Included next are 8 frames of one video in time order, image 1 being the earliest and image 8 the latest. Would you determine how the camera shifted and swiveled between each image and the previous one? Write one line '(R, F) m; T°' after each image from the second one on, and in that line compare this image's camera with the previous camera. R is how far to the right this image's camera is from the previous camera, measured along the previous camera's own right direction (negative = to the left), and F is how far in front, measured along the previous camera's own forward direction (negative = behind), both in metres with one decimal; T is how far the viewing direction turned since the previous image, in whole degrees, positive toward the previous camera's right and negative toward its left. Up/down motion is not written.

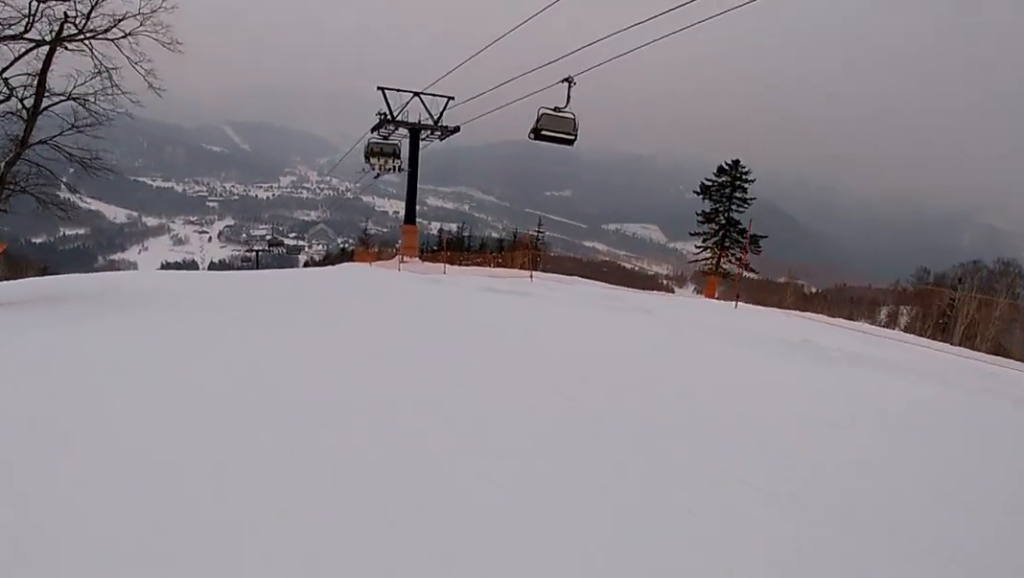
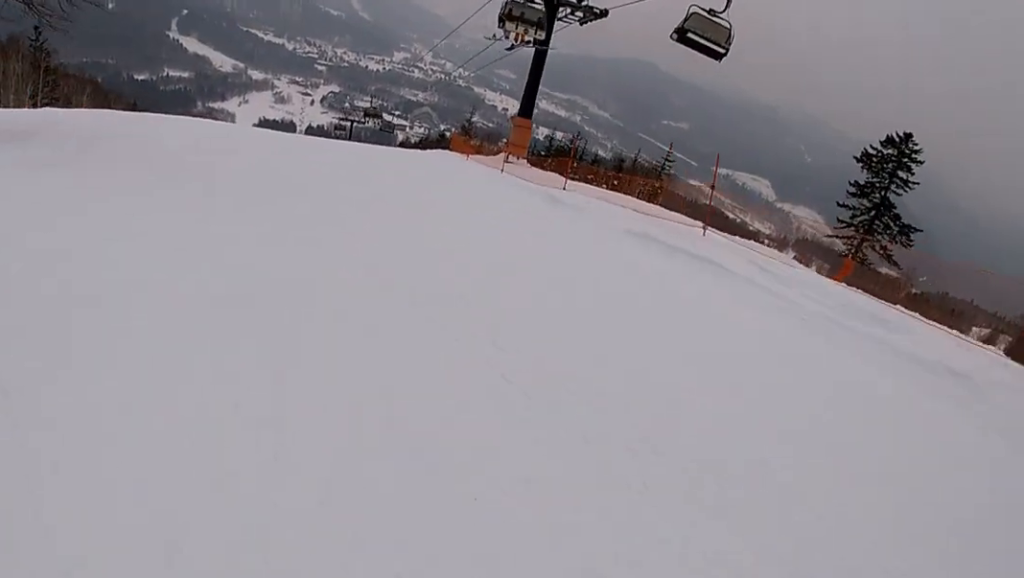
(-0.1, +5.5) m; -9°
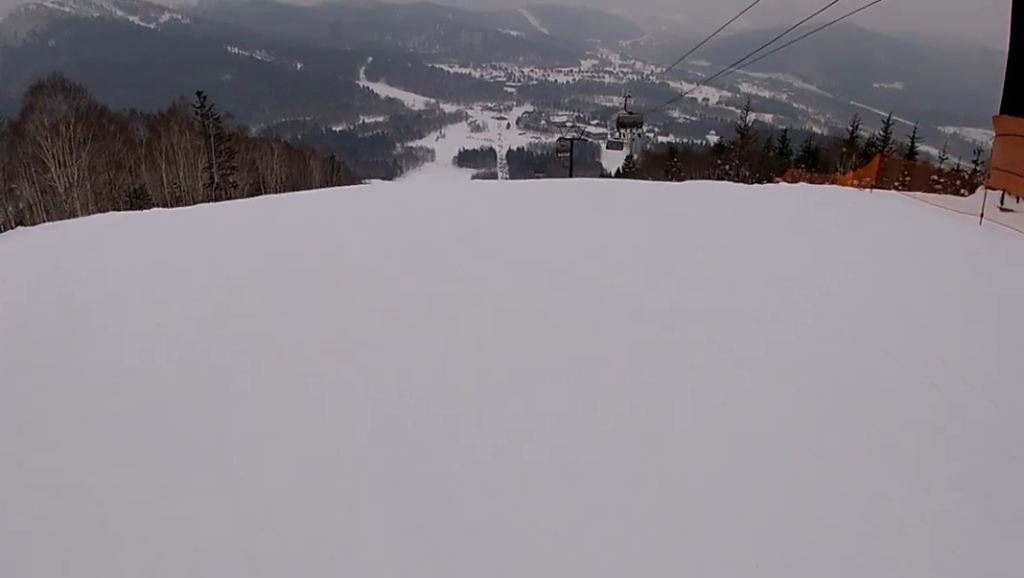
(-1.3, +15.8) m; +8°
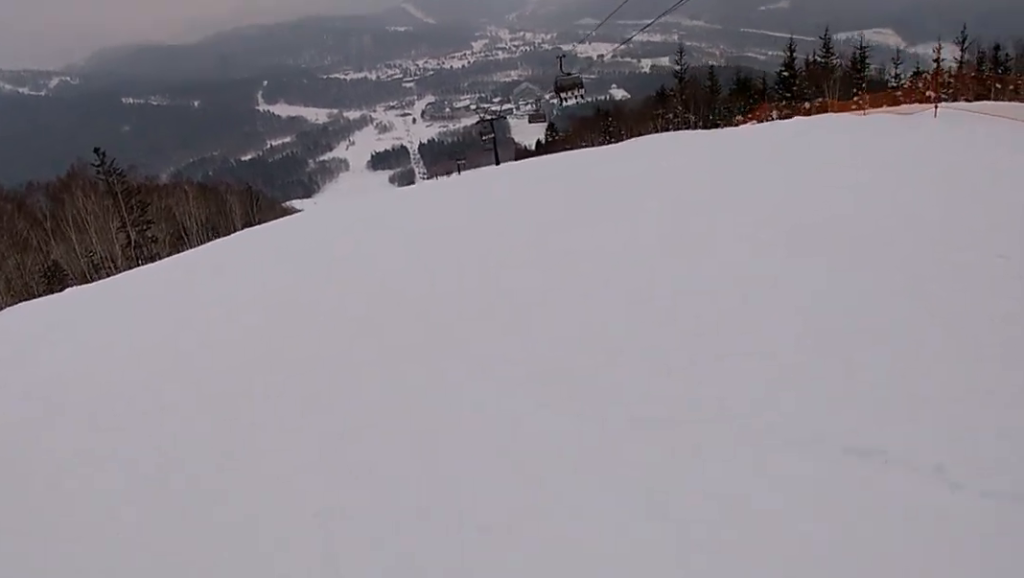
(-0.1, +4.7) m; +10°
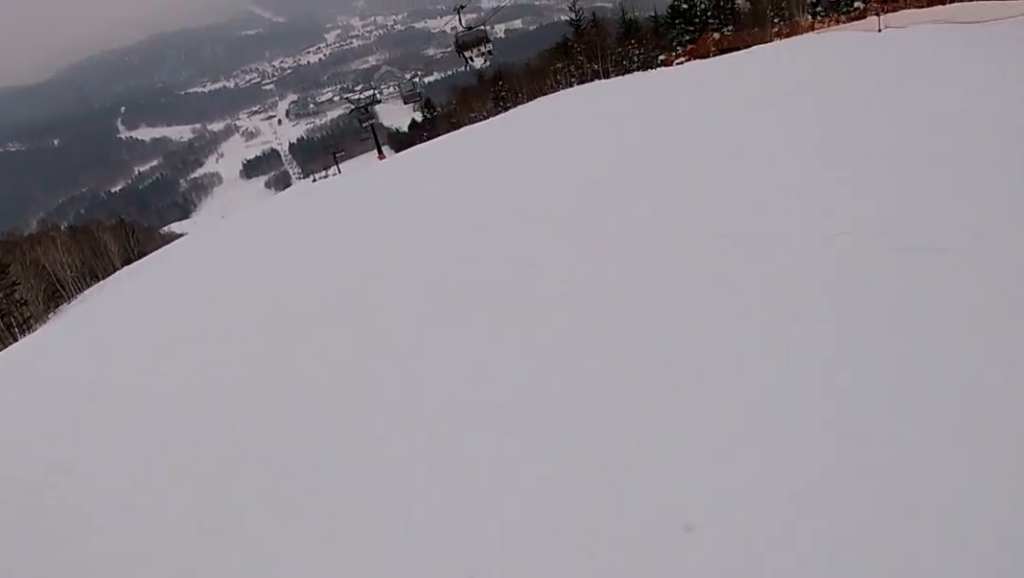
(+1.2, +6.1) m; +7°
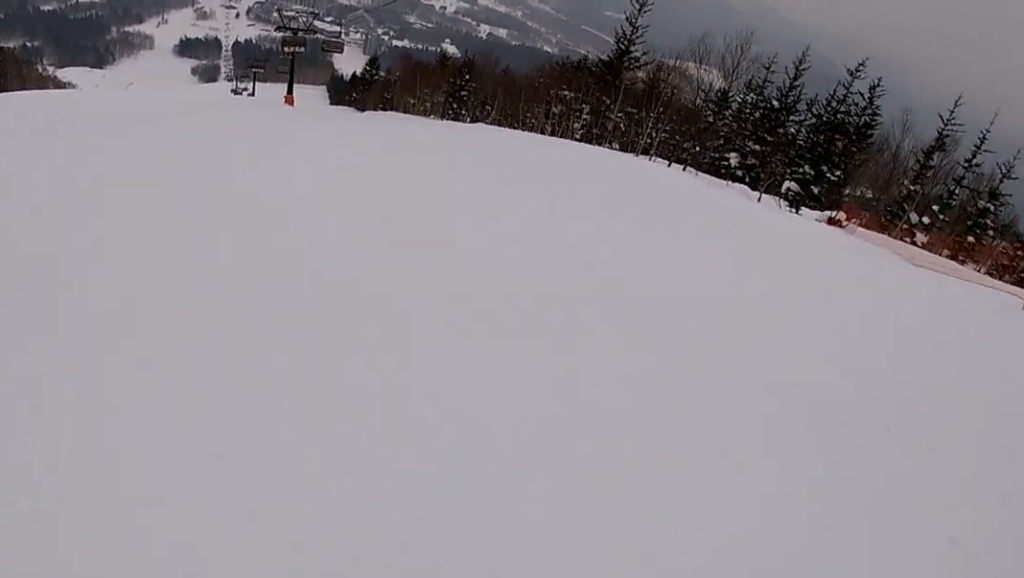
(-1.2, +19.5) m; -26°
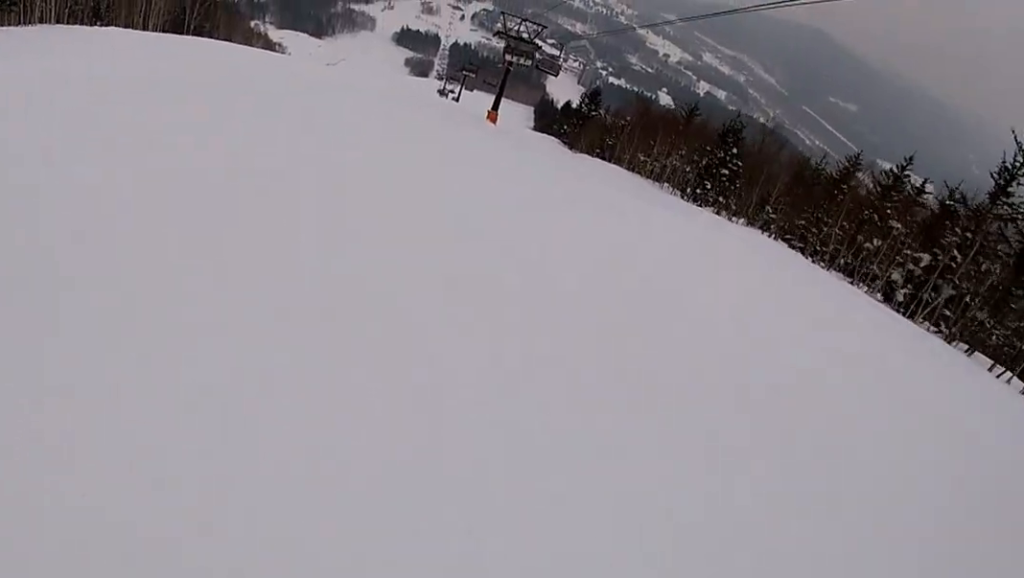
(-2.2, +8.9) m; -23°
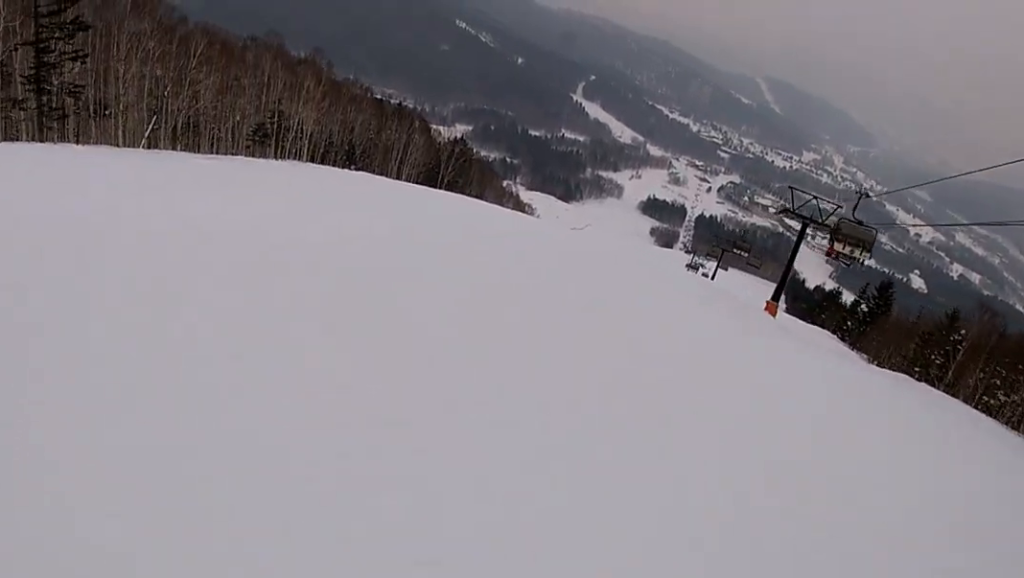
(-1.2, +8.0) m; -12°
